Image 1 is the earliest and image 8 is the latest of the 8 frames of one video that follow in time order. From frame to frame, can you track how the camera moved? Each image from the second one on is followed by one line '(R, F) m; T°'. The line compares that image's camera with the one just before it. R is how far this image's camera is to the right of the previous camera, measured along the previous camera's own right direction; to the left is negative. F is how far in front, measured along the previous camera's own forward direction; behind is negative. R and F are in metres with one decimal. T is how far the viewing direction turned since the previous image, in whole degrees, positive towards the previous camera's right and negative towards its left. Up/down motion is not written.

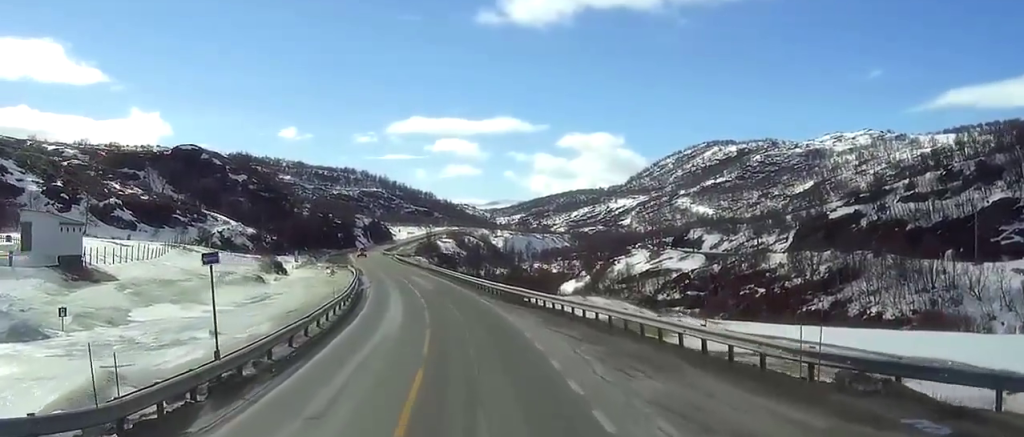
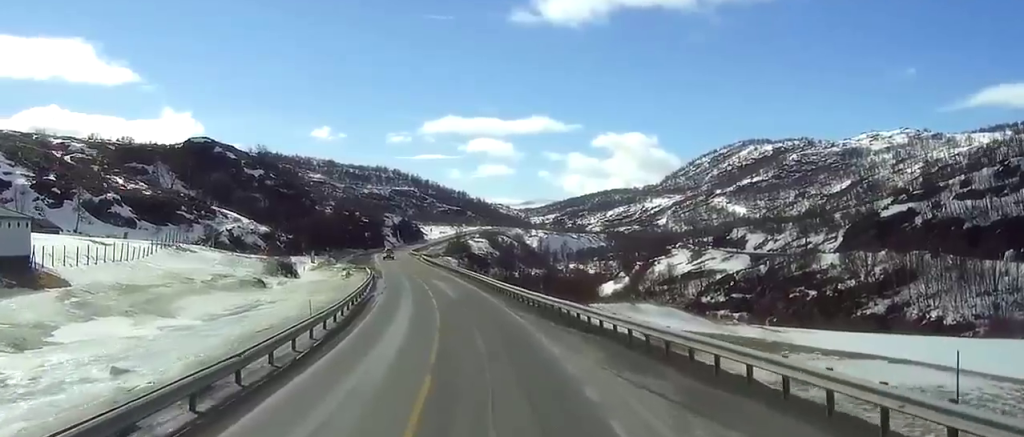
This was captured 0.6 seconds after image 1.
(-0.2, +13.1) m; -2°
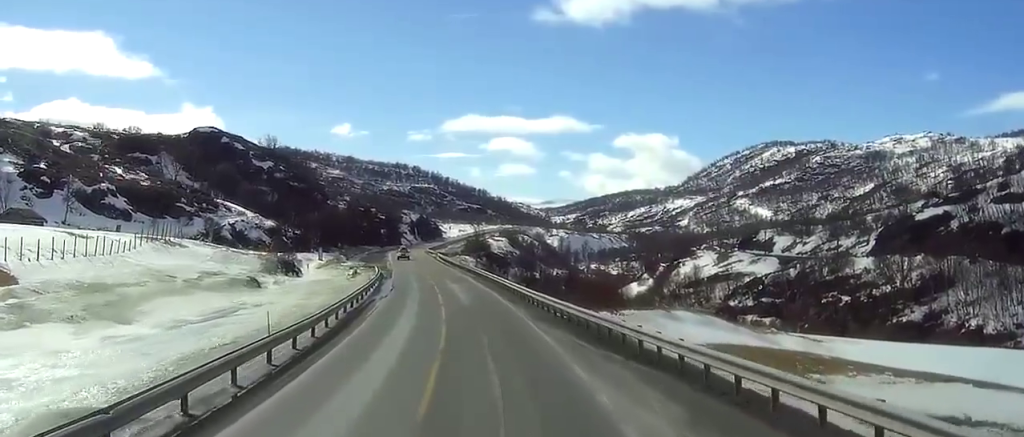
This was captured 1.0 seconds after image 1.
(0.0, +8.9) m; -1°
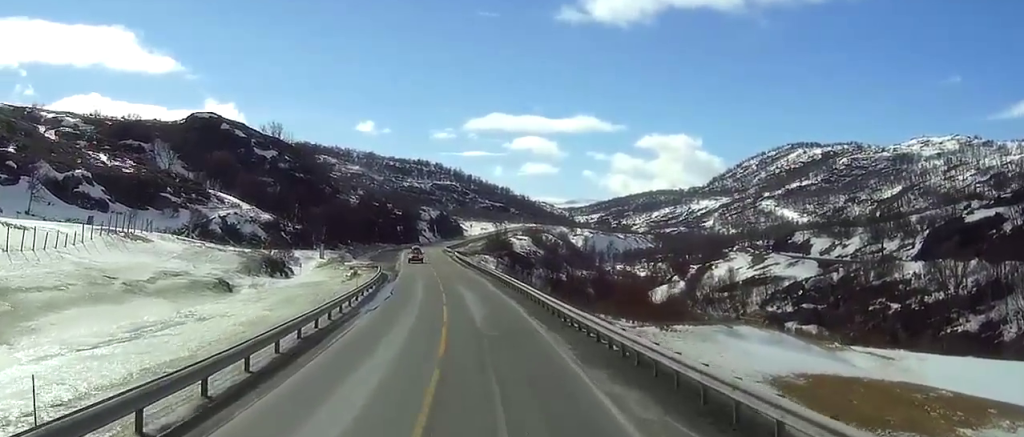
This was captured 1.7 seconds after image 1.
(-0.3, +14.6) m; -2°
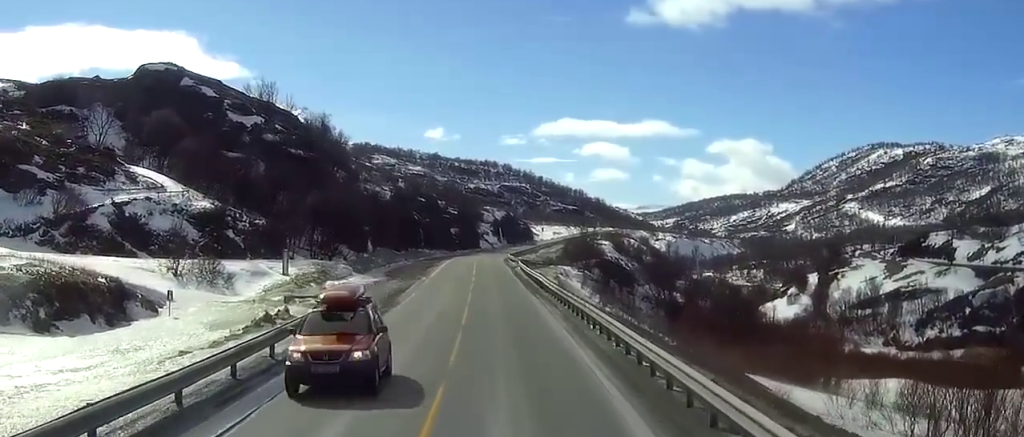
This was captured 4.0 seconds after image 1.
(-2.0, +50.4) m; -4°
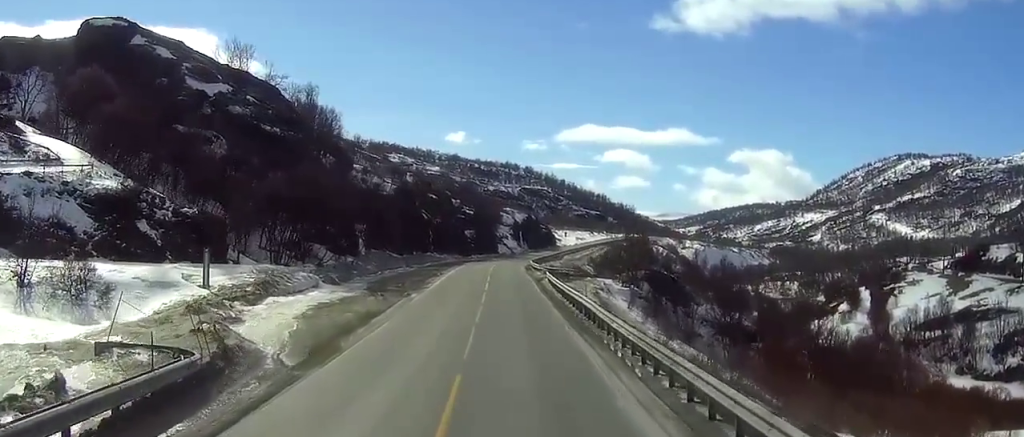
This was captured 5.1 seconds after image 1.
(-0.2, +22.7) m; -1°
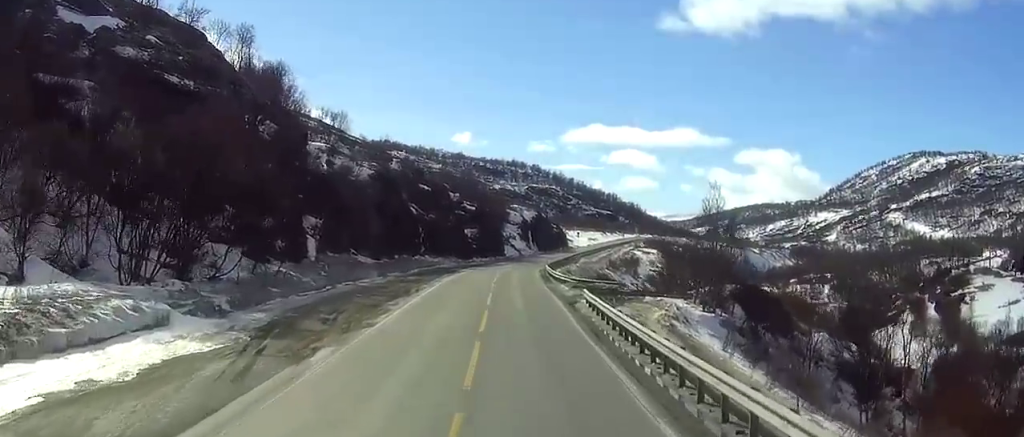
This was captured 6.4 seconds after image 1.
(+0.1, +29.4) m; 0°
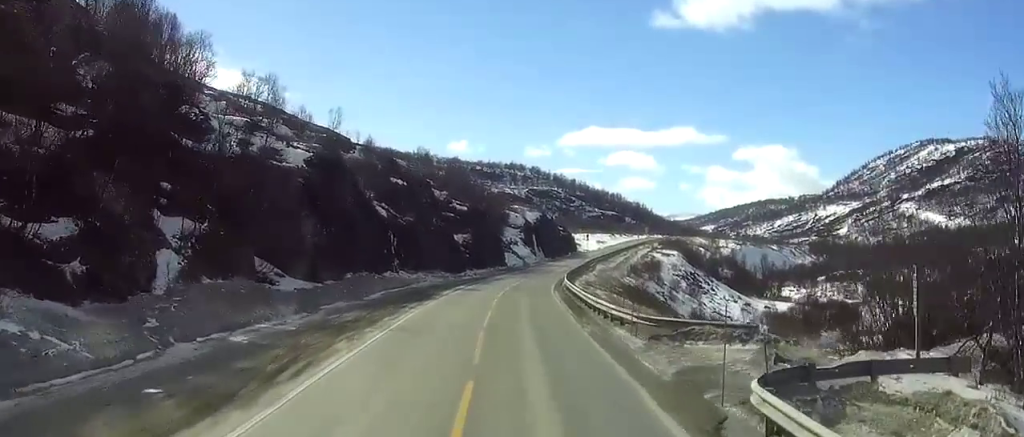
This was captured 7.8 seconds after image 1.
(-0.1, +31.7) m; 0°
